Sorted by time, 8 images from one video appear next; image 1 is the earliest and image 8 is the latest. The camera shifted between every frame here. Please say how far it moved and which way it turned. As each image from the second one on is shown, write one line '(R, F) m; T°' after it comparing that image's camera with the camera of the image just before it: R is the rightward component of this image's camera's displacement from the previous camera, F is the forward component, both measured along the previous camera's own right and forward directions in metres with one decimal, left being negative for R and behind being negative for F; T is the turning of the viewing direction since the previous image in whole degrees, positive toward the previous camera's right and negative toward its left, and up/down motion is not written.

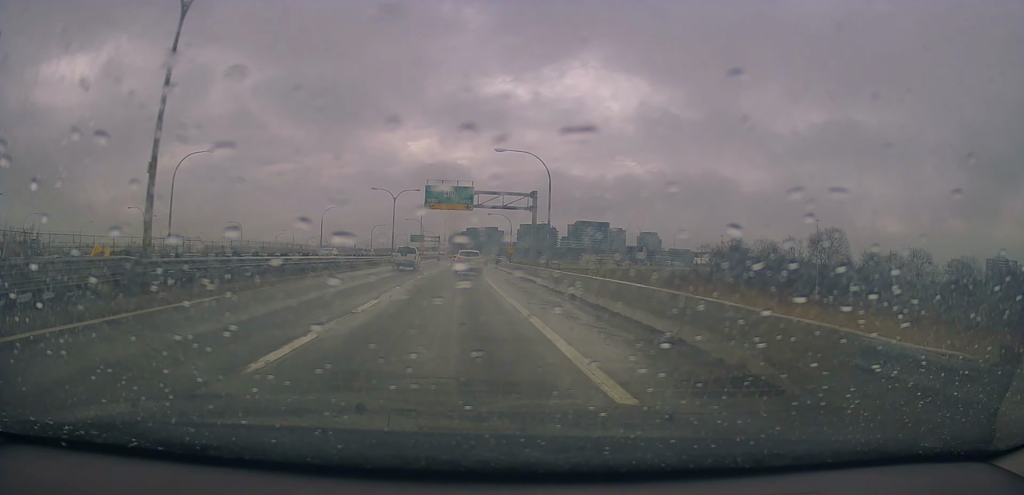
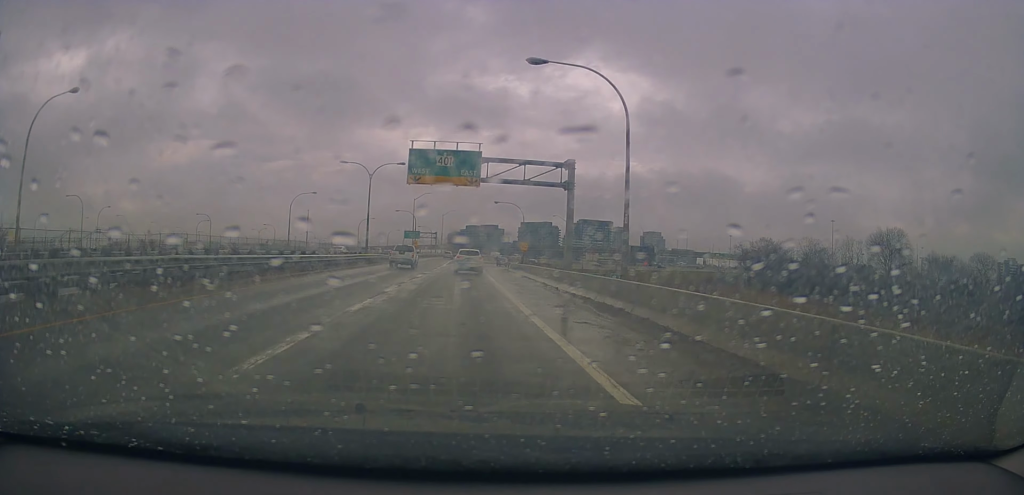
(+0.4, +18.6) m; +2°
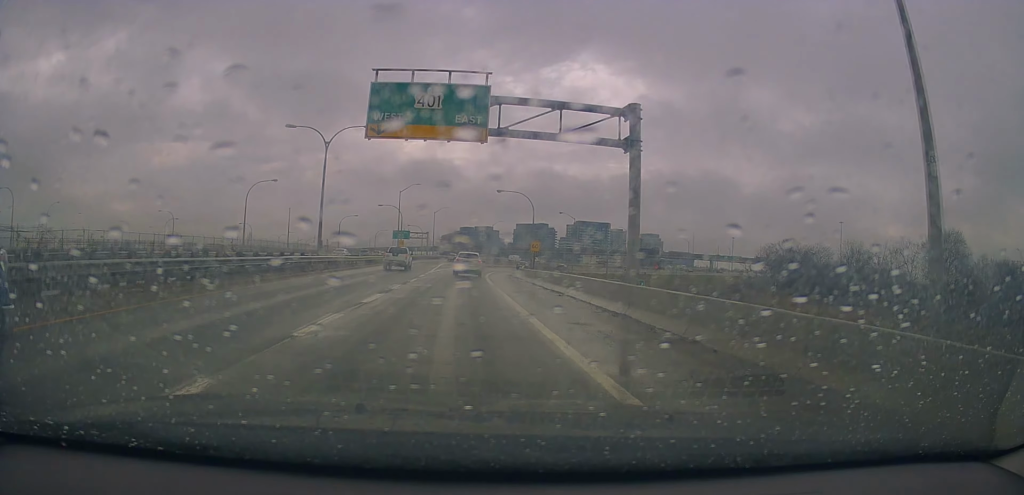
(+0.3, +16.1) m; +1°
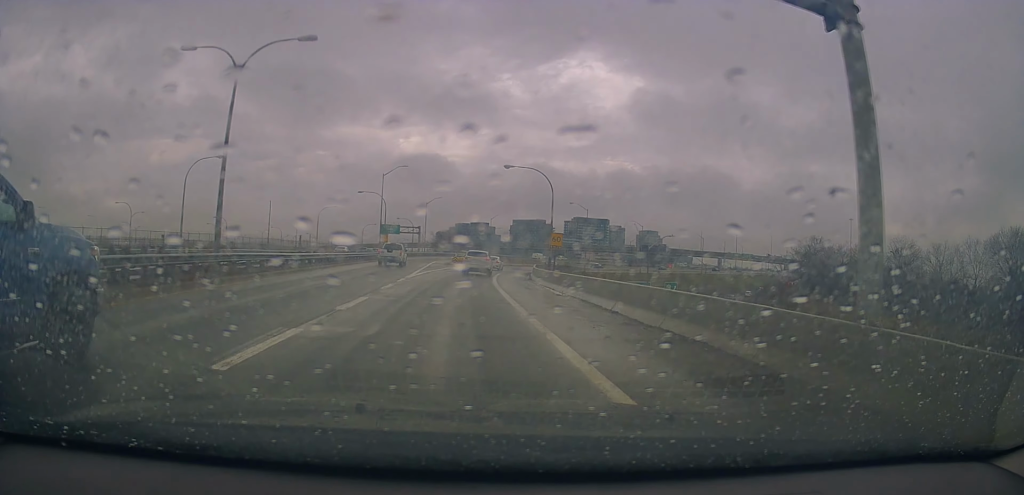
(0.0, +15.2) m; 0°
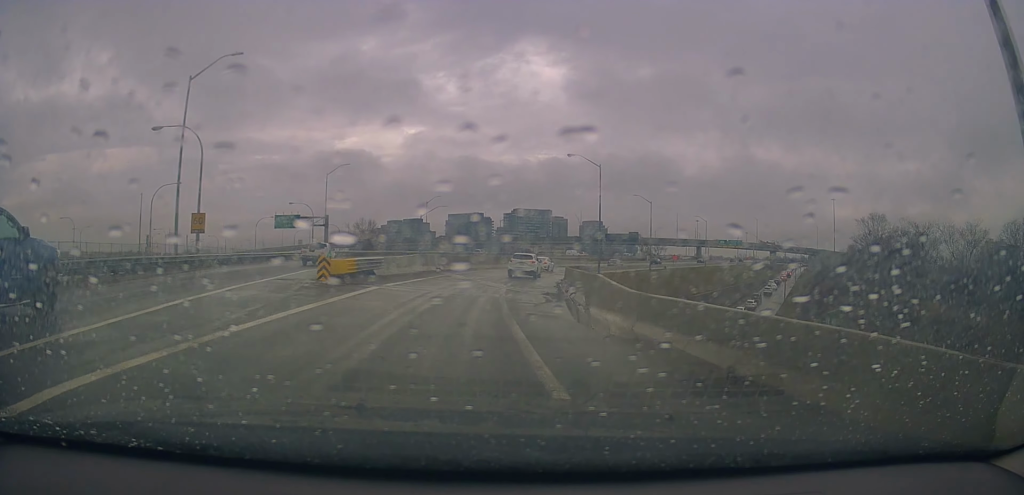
(+1.0, +41.7) m; +4°
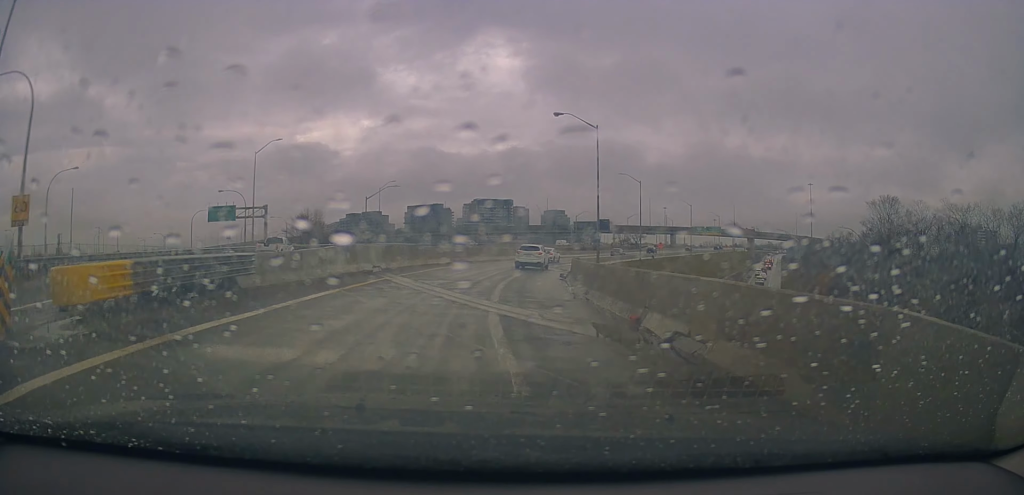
(+0.3, +13.2) m; +5°
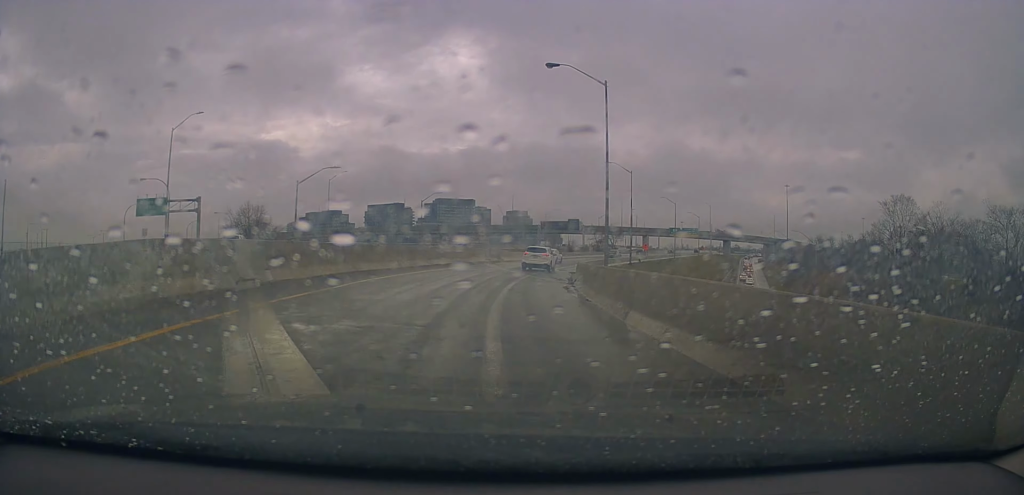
(+0.4, +11.5) m; +4°
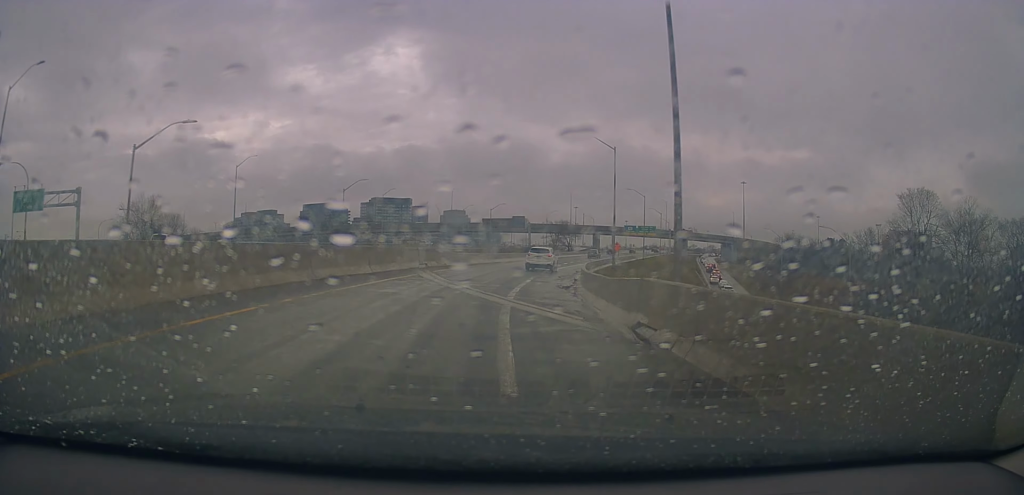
(+1.0, +16.0) m; +6°
